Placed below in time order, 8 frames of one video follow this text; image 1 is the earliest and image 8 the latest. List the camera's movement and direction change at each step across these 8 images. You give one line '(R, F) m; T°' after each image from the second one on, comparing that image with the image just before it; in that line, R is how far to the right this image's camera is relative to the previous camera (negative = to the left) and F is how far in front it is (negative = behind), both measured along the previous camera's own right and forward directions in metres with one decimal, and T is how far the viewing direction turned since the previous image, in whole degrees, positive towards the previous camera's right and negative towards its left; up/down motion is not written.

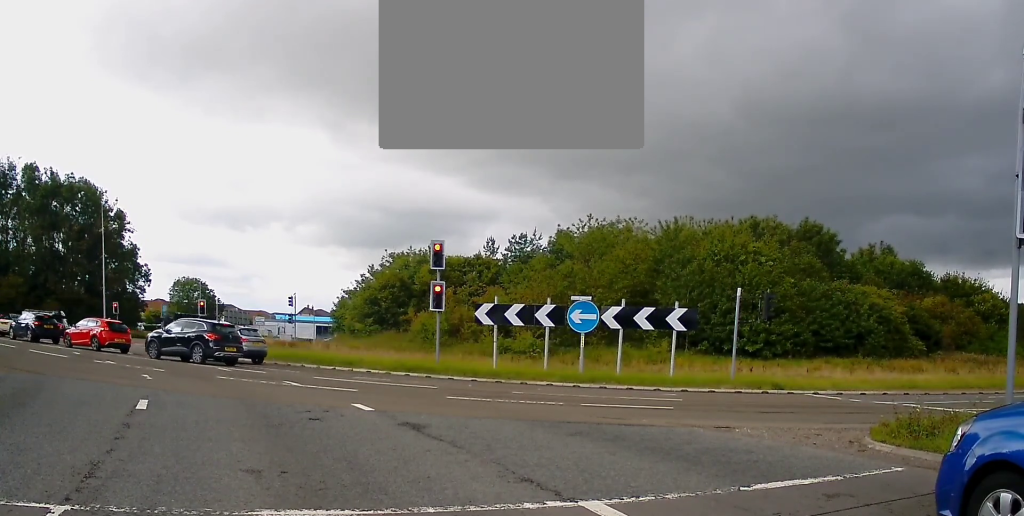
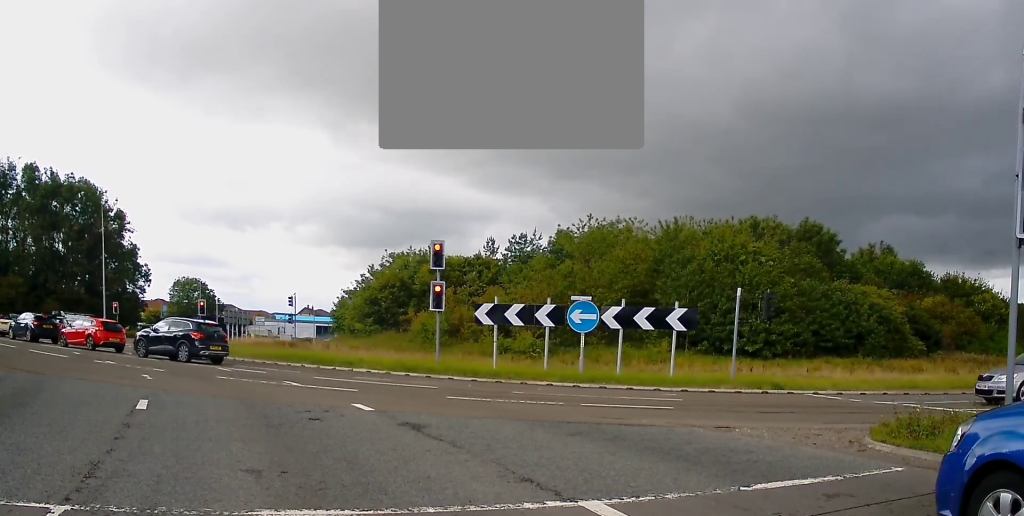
(0.0, 0.0) m; 0°
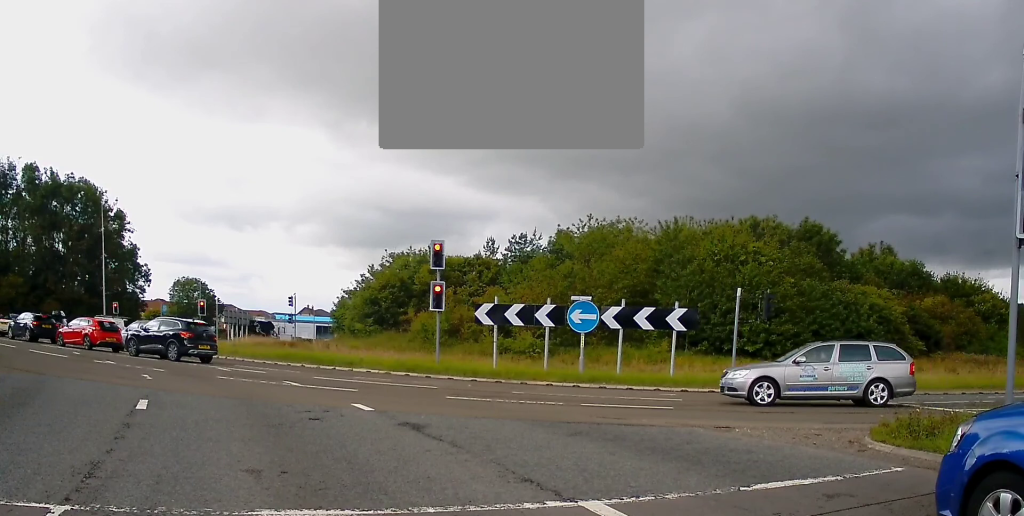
(0.0, 0.0) m; 0°
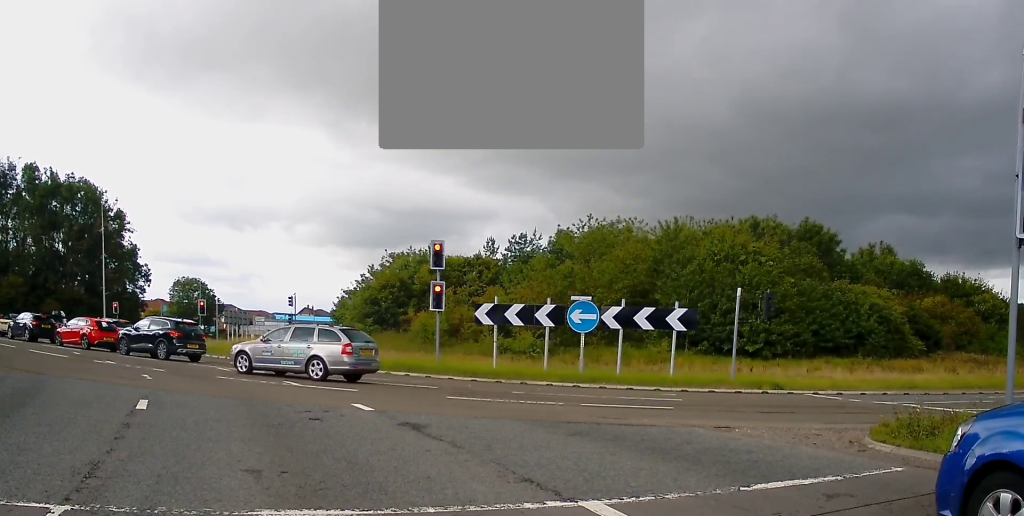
(0.0, 0.0) m; 0°
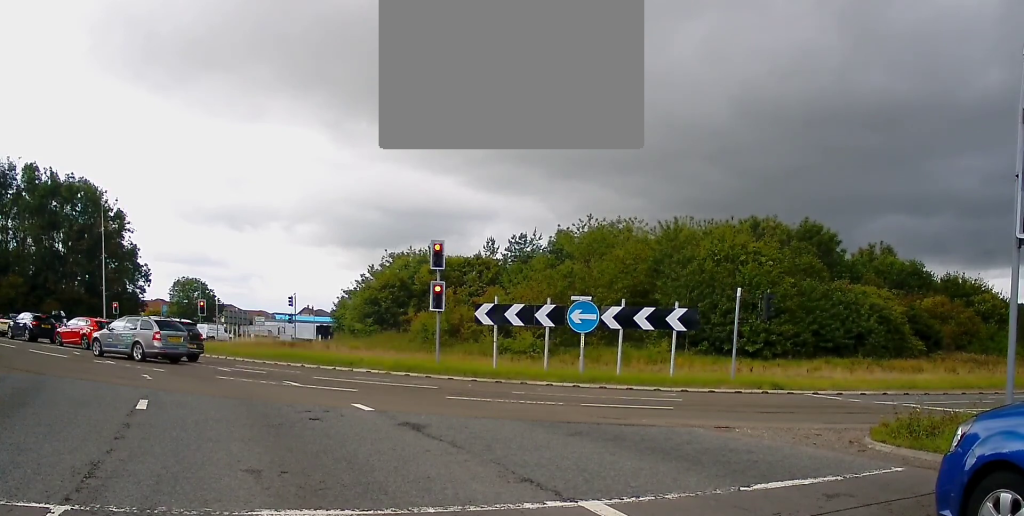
(0.0, 0.0) m; 0°
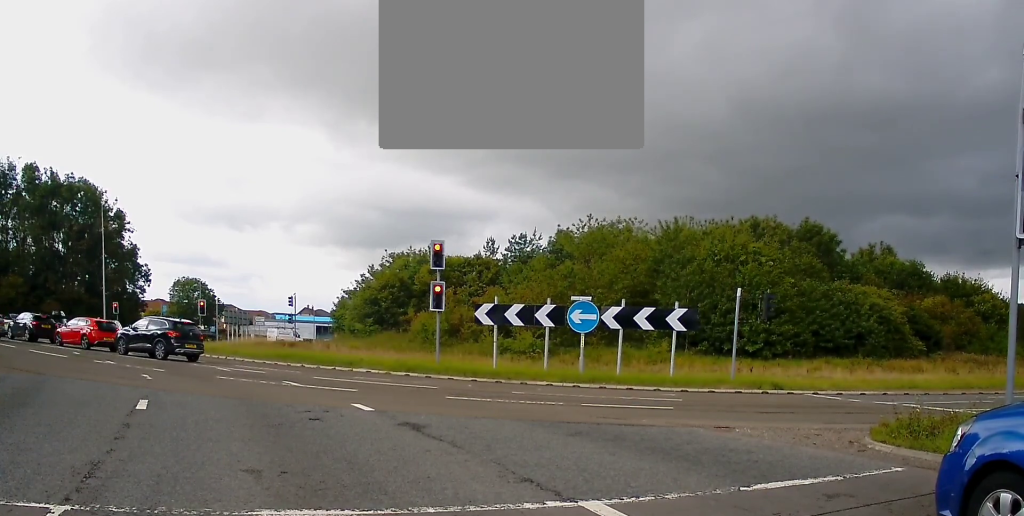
(0.0, 0.0) m; 0°
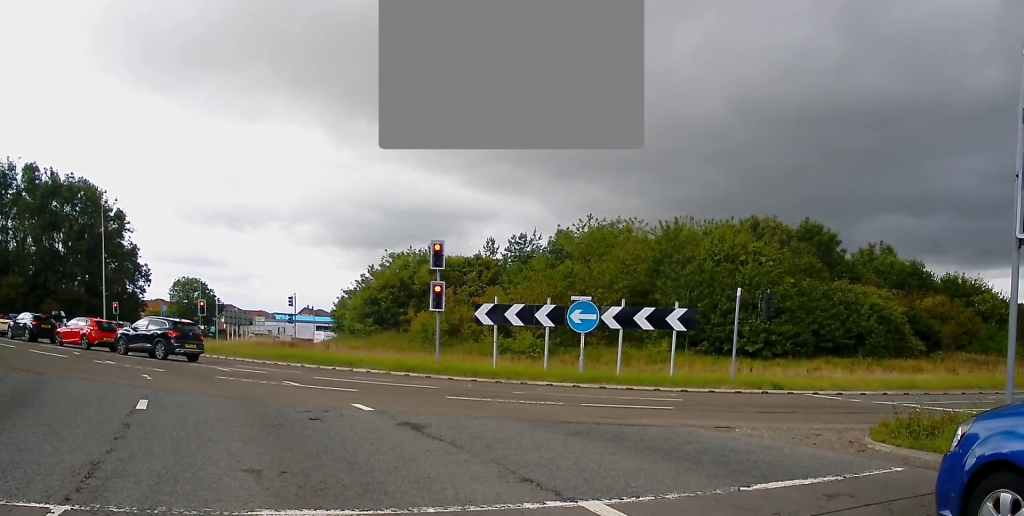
(0.0, 0.0) m; 0°
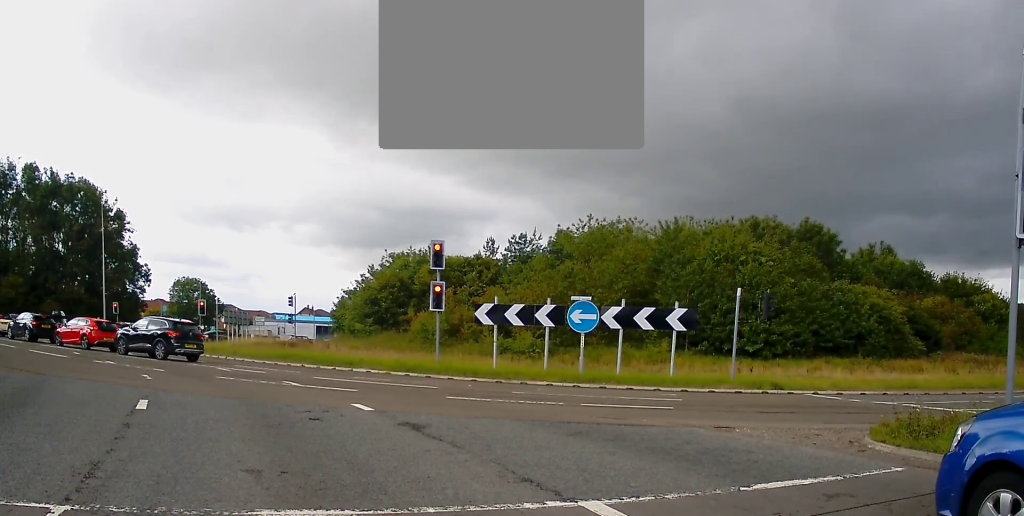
(0.0, 0.0) m; 0°
